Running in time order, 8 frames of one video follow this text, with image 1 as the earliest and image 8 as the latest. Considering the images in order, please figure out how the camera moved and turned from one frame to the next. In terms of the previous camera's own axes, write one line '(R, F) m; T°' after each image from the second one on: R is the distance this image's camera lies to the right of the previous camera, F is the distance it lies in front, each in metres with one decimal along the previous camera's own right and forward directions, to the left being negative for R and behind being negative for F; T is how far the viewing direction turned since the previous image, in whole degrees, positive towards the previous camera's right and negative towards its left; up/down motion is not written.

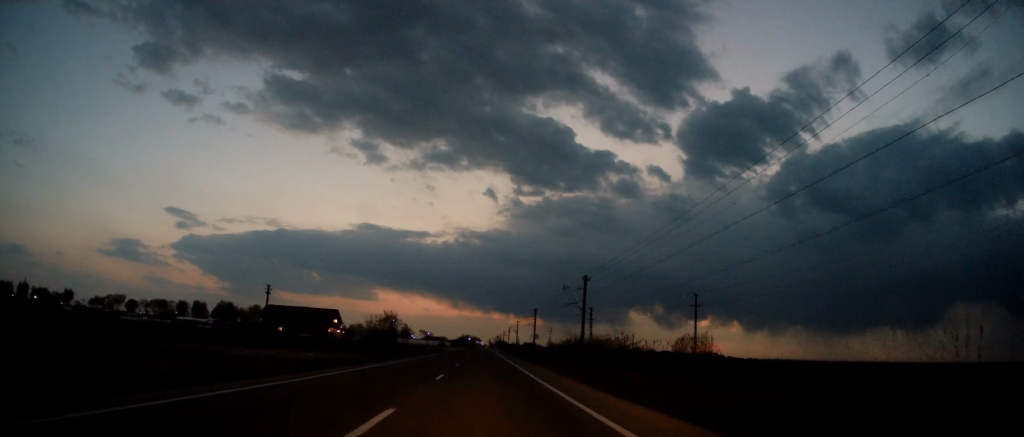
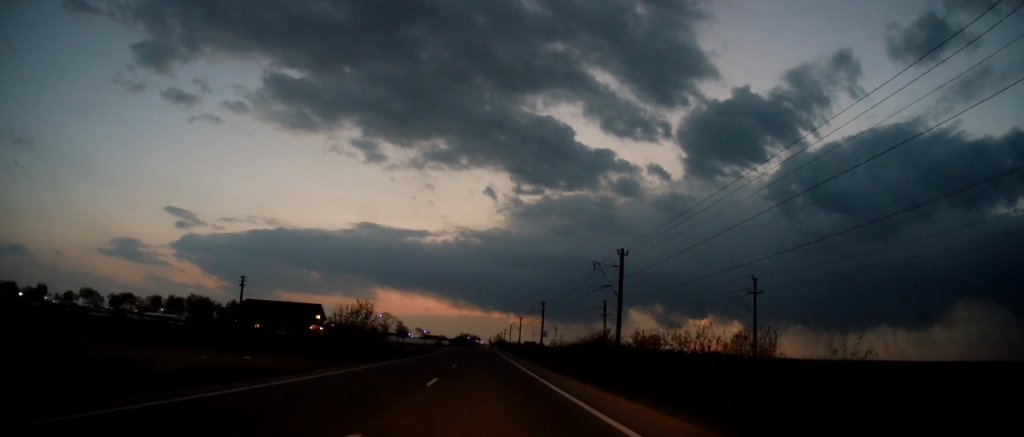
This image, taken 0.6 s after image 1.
(0.0, +14.9) m; 0°
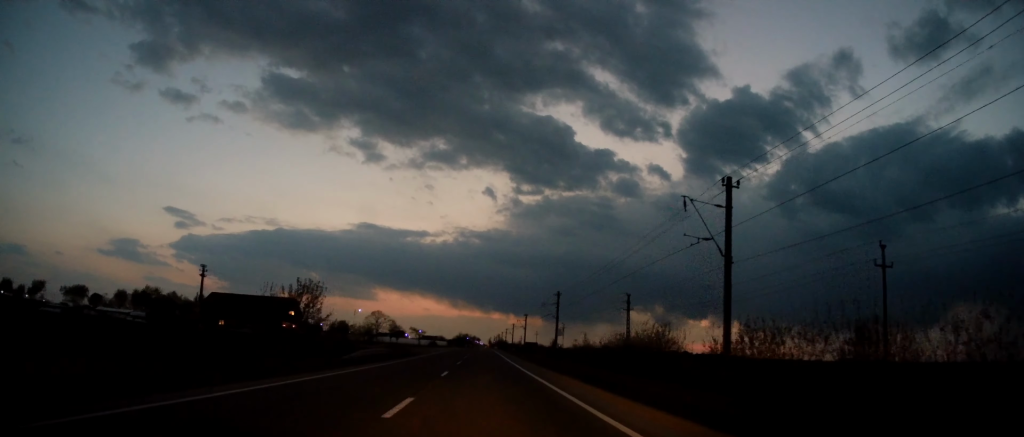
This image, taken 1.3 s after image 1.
(0.0, +18.3) m; 0°
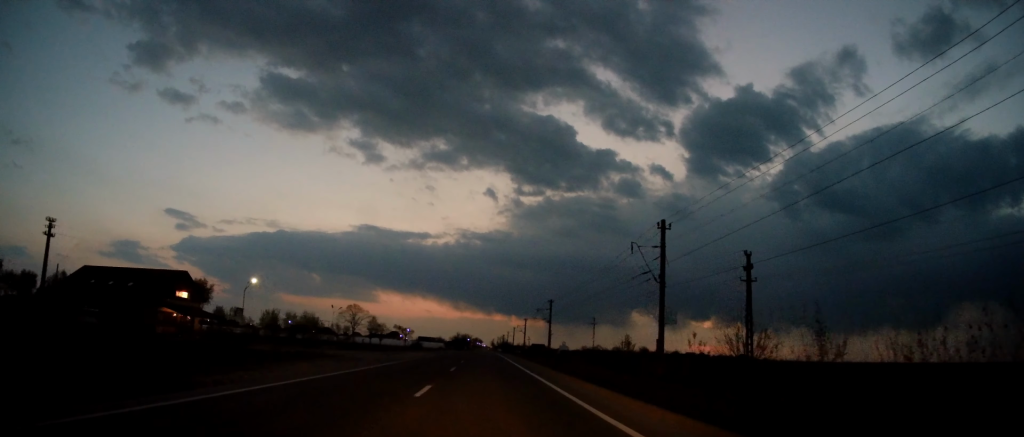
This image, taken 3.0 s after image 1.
(0.0, +44.1) m; 0°
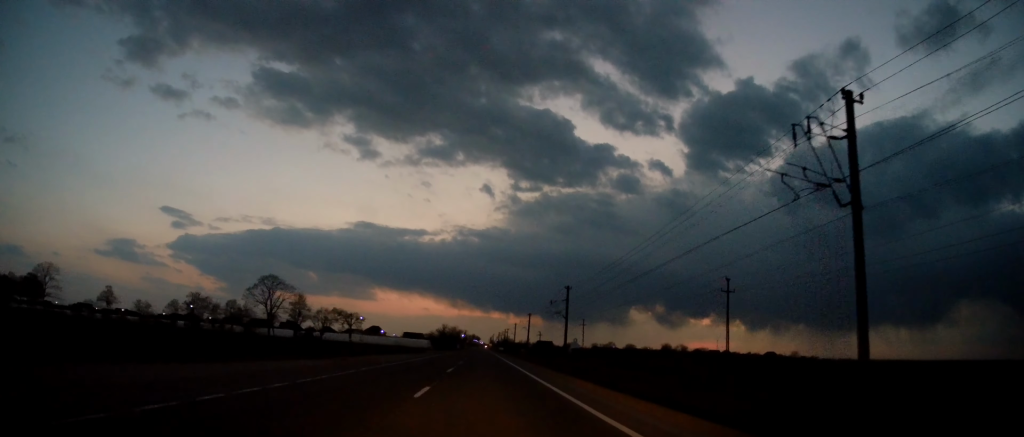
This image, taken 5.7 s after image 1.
(-1.0, +70.3) m; -1°
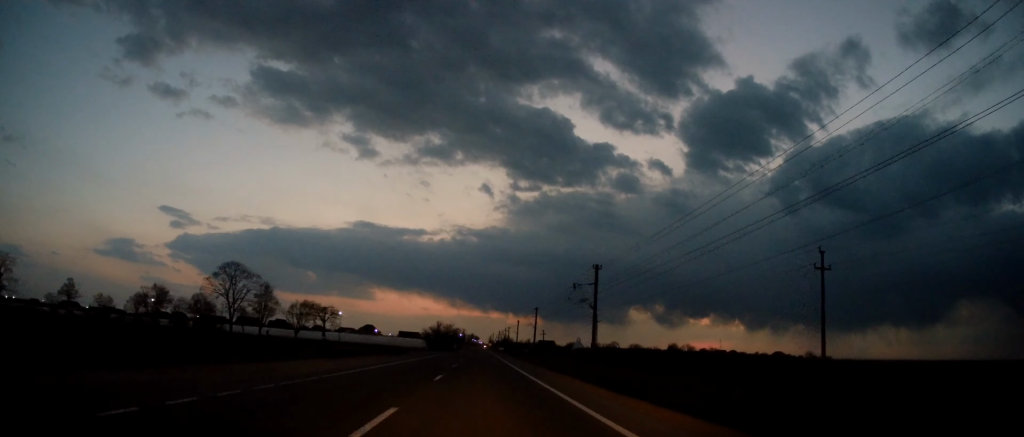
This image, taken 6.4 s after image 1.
(+0.2, +17.1) m; +1°
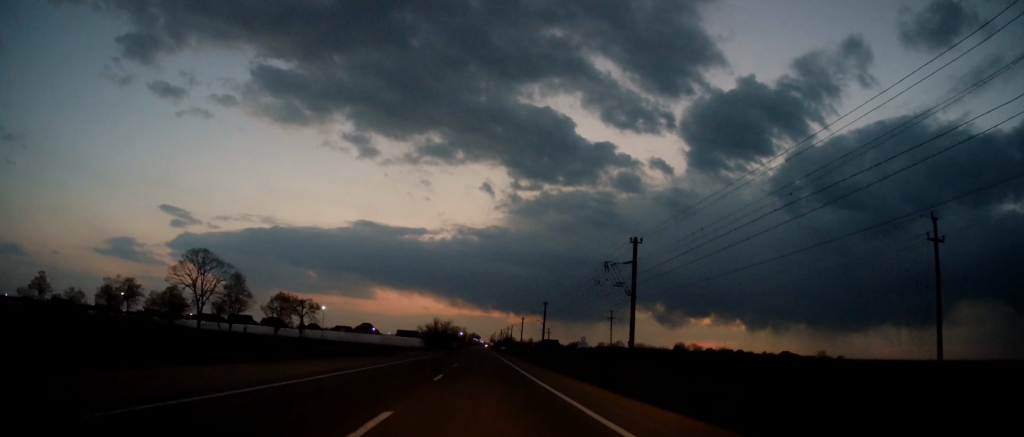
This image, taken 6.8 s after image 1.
(+0.1, +12.0) m; +1°
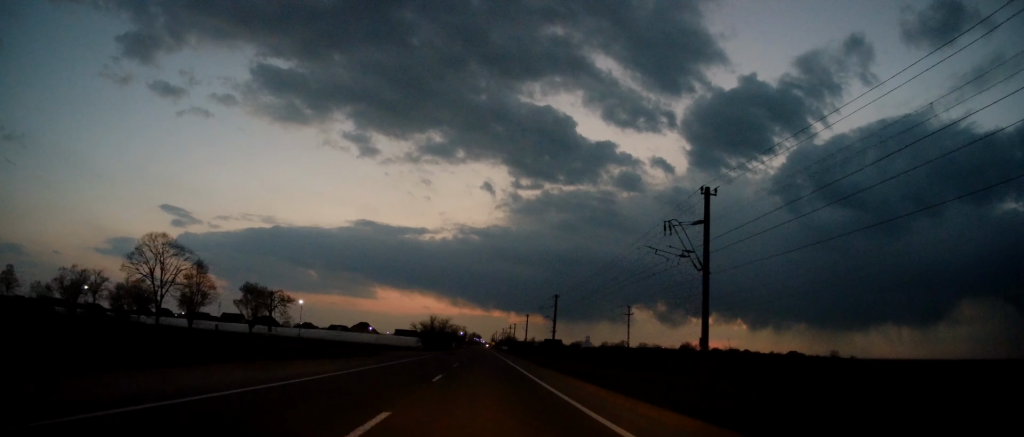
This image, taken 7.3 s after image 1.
(0.0, +12.0) m; 0°
